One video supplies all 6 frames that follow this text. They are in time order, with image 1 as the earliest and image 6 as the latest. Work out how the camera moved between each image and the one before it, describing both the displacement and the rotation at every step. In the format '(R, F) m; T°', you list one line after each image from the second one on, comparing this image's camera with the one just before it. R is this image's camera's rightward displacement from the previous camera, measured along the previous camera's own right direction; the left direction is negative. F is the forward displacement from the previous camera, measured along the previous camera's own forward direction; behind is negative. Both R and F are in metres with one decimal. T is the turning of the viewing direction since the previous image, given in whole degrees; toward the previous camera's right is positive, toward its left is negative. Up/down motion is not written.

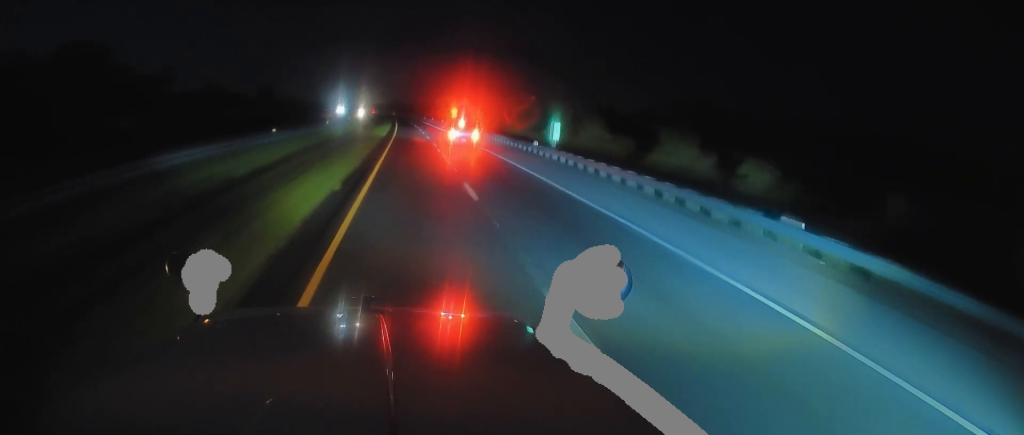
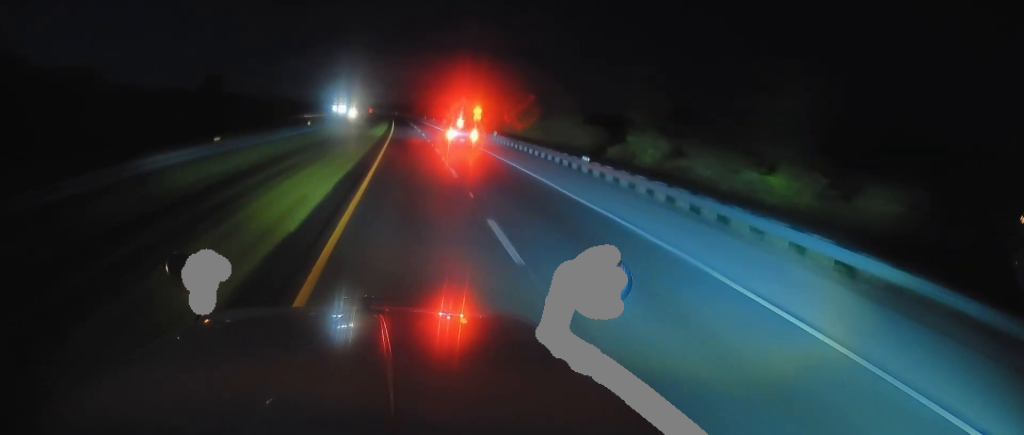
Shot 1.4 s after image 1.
(-0.4, +42.8) m; -1°
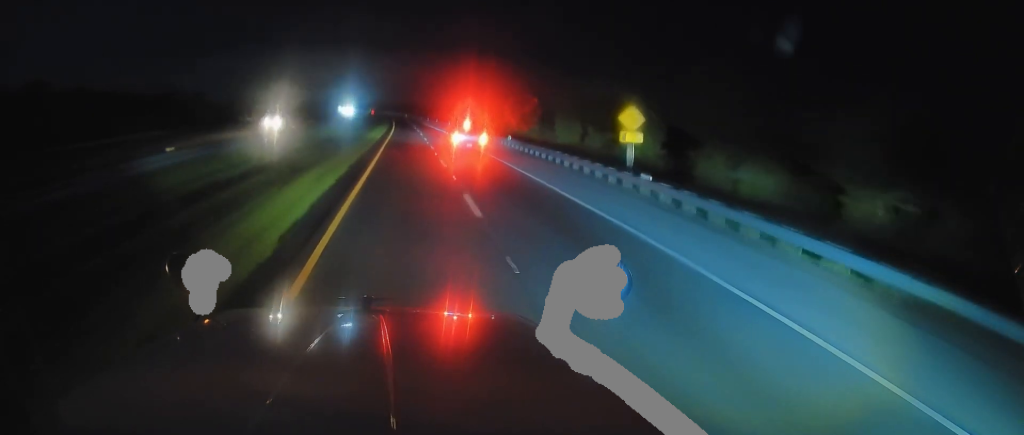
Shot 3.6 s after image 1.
(-0.4, +67.8) m; 0°
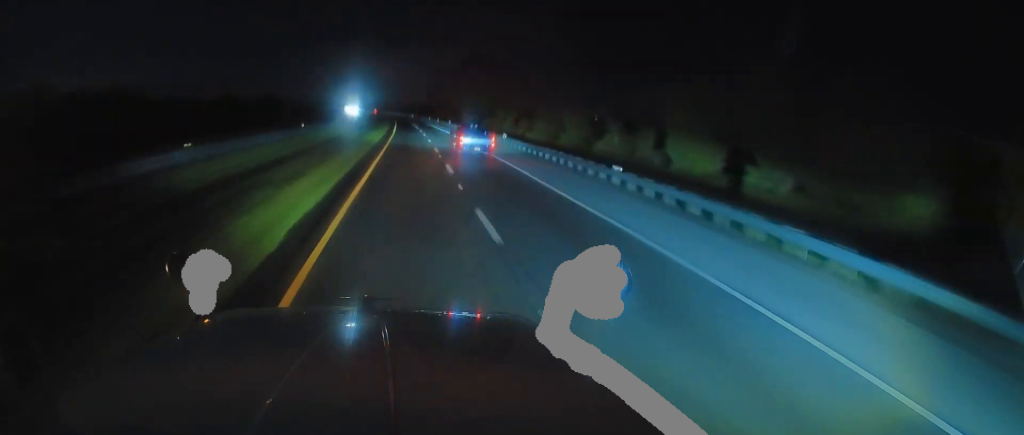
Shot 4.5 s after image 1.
(+0.3, +27.8) m; 0°
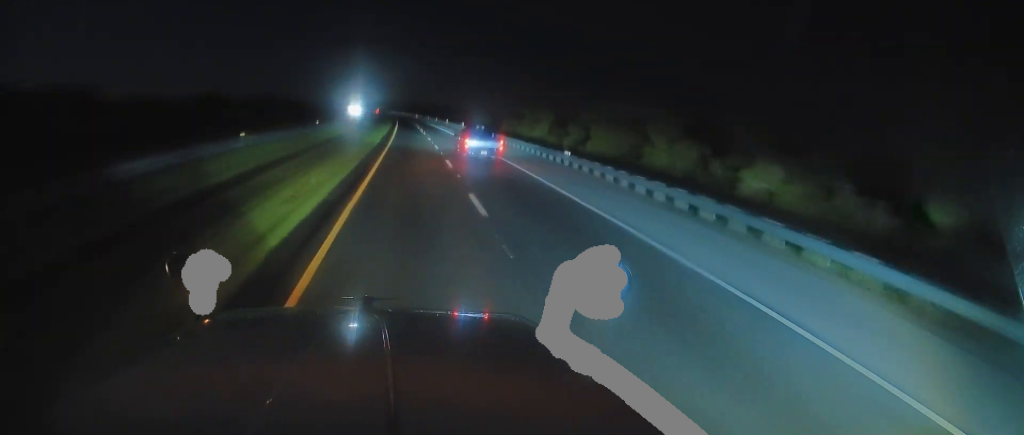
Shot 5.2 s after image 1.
(-0.2, +20.6) m; -1°
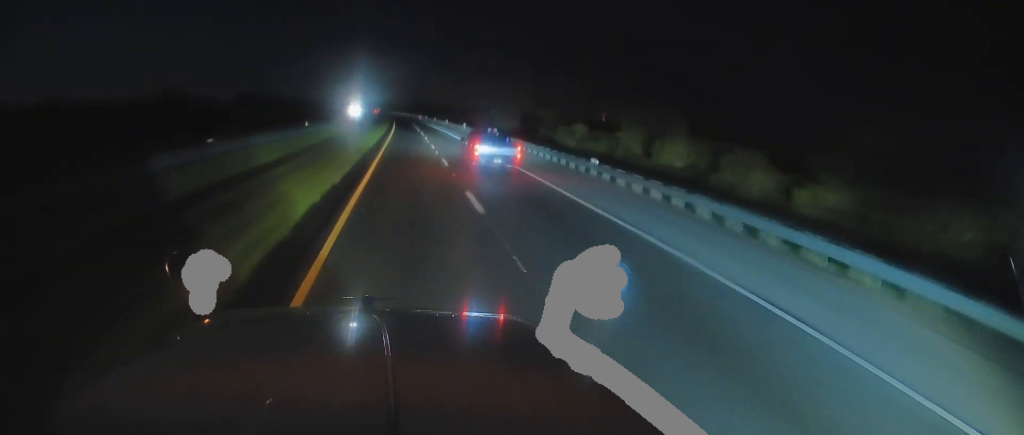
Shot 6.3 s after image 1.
(-0.6, +36.1) m; -1°
